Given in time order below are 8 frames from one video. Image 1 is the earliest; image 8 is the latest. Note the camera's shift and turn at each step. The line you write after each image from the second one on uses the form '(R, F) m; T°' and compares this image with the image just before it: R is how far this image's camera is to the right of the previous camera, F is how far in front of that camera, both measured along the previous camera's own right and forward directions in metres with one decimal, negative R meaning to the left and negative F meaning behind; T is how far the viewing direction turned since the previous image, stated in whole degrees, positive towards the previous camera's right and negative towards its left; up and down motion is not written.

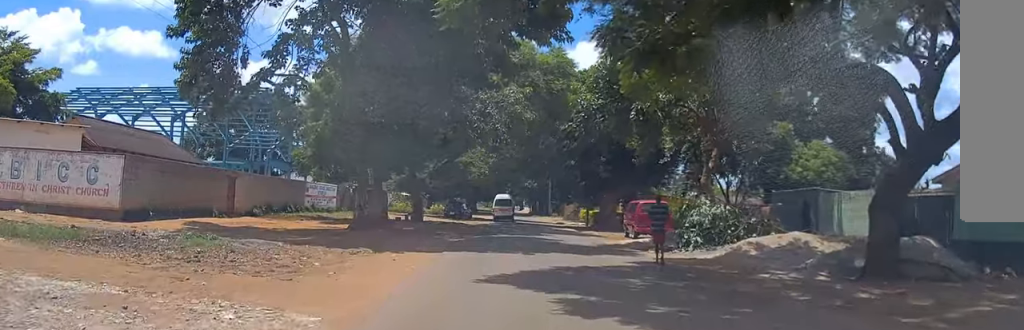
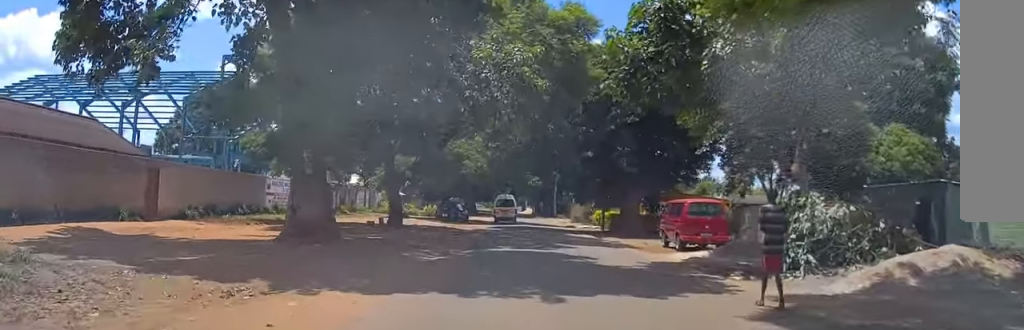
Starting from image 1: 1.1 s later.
(0.0, +8.2) m; -1°
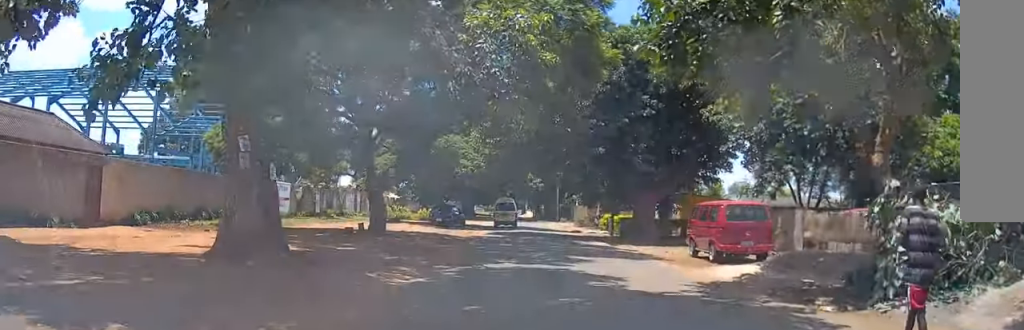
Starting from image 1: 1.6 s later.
(-0.1, +4.2) m; 0°
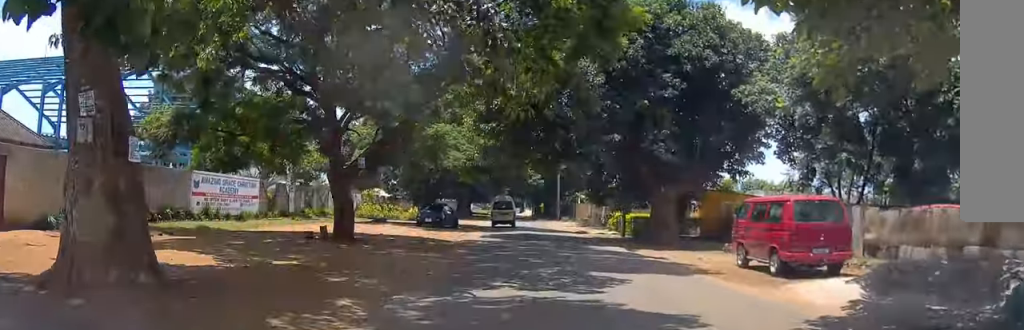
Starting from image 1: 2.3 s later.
(0.0, +5.1) m; 0°
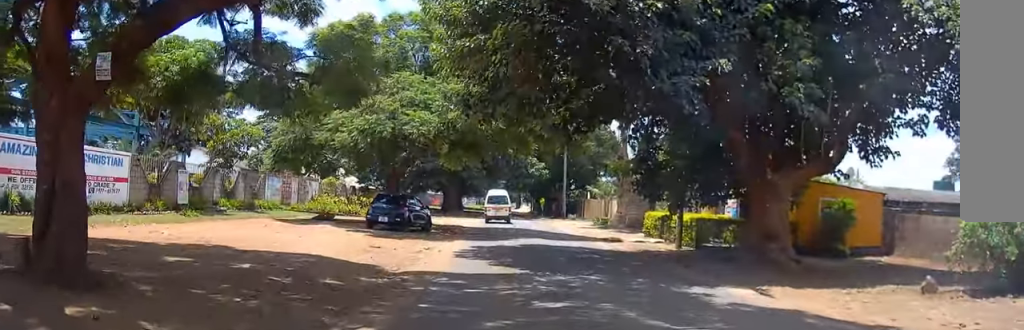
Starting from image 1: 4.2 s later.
(+0.1, +13.3) m; 0°
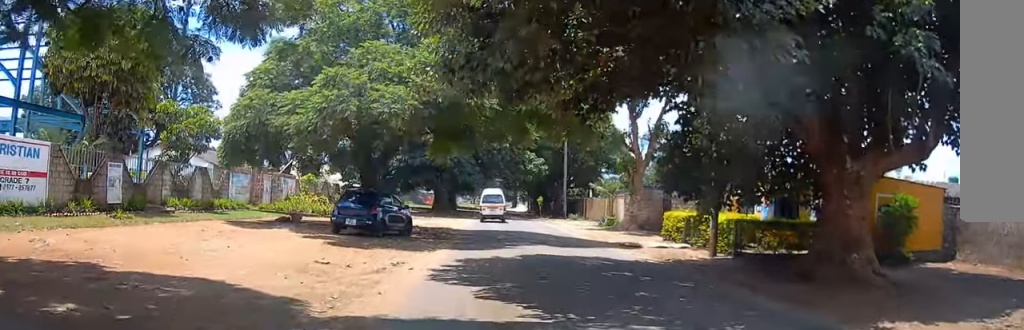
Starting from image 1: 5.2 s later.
(0.0, +5.0) m; 0°
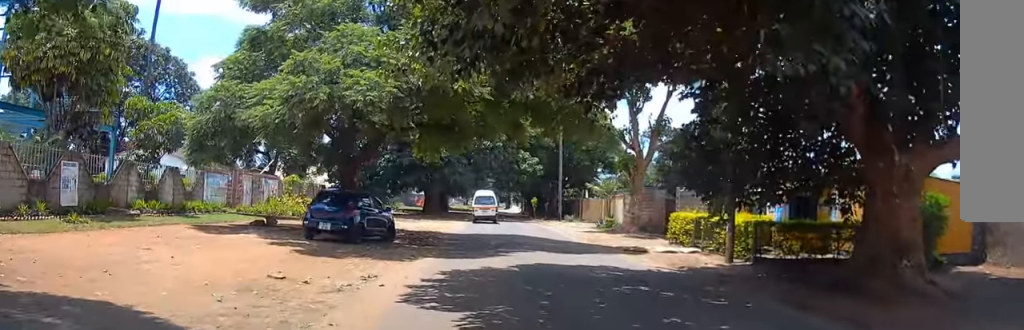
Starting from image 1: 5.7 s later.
(0.0, +2.6) m; 0°
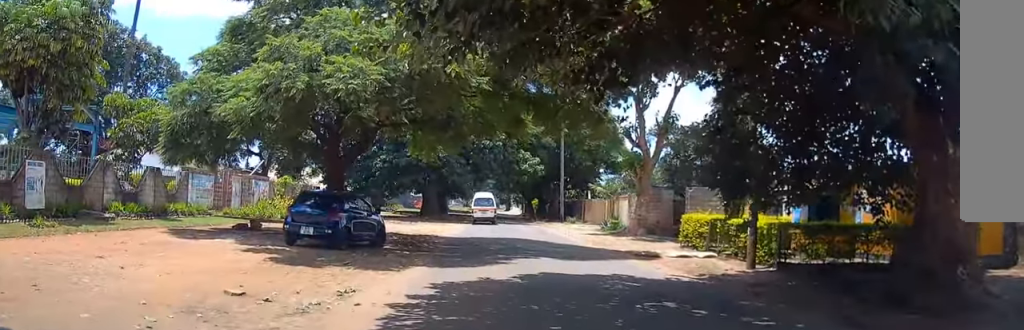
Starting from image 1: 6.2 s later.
(0.0, +1.8) m; 0°
